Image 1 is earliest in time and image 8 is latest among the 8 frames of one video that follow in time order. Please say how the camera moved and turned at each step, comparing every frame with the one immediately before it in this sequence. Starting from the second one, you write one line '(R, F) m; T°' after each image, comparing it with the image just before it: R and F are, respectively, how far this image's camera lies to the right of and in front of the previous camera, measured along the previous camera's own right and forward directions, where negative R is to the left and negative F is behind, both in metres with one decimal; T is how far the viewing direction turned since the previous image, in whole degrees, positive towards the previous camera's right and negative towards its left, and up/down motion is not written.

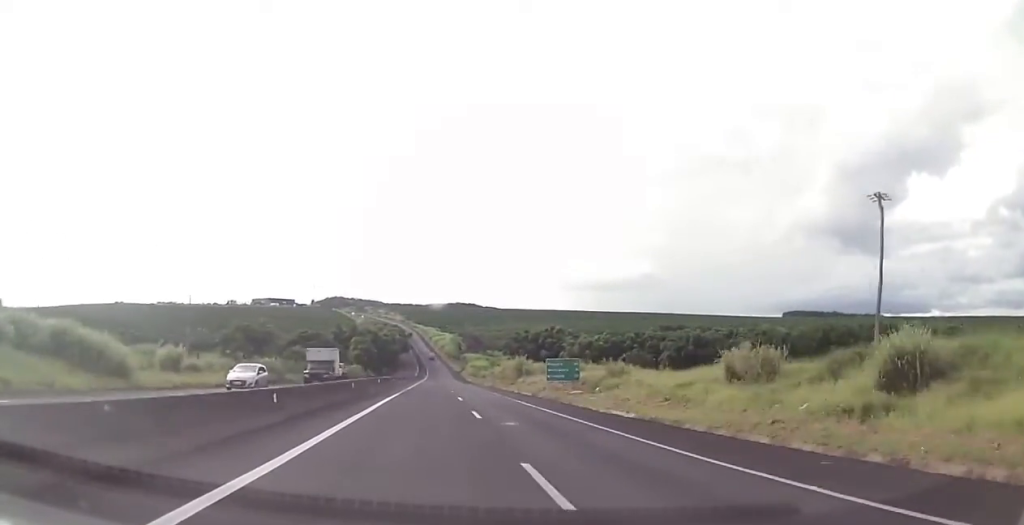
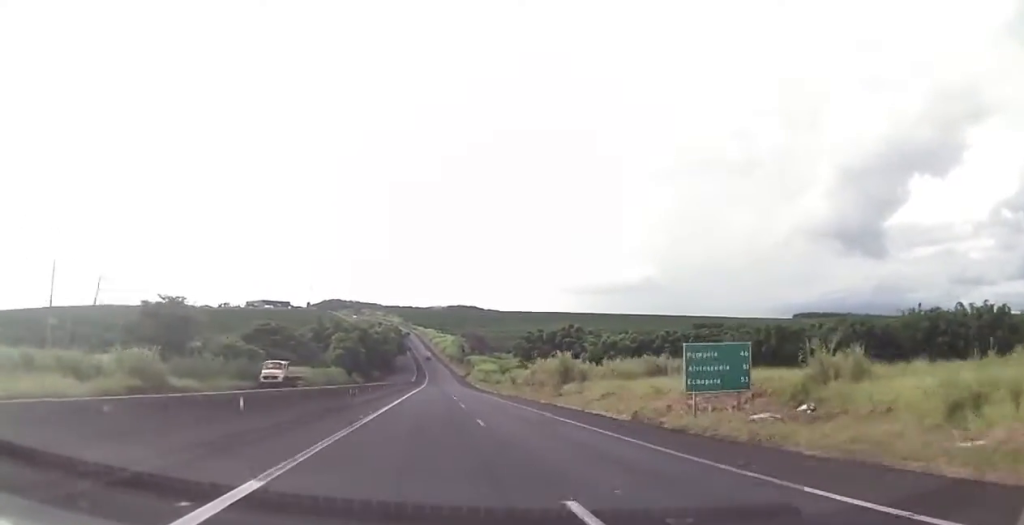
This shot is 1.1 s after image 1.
(+0.2, +33.7) m; 0°
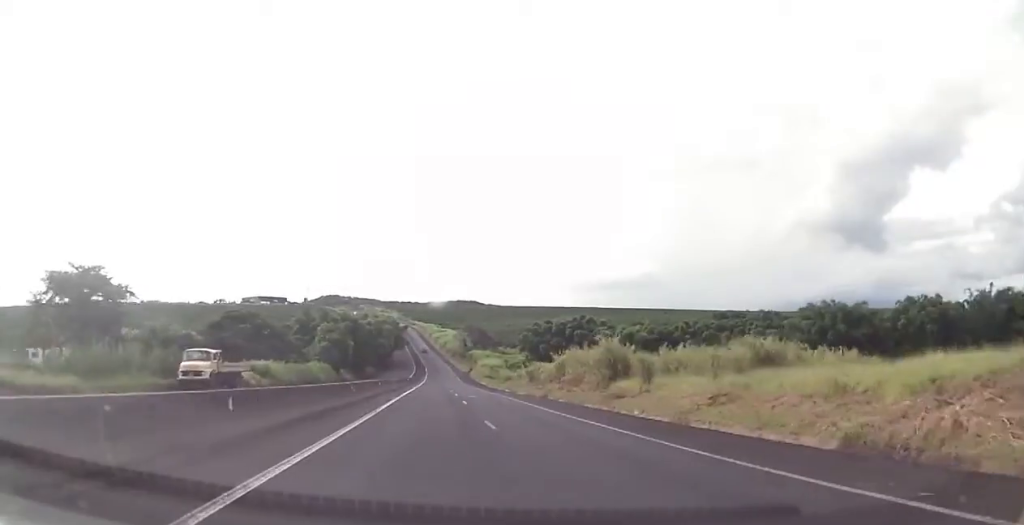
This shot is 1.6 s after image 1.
(-0.3, +17.9) m; 0°
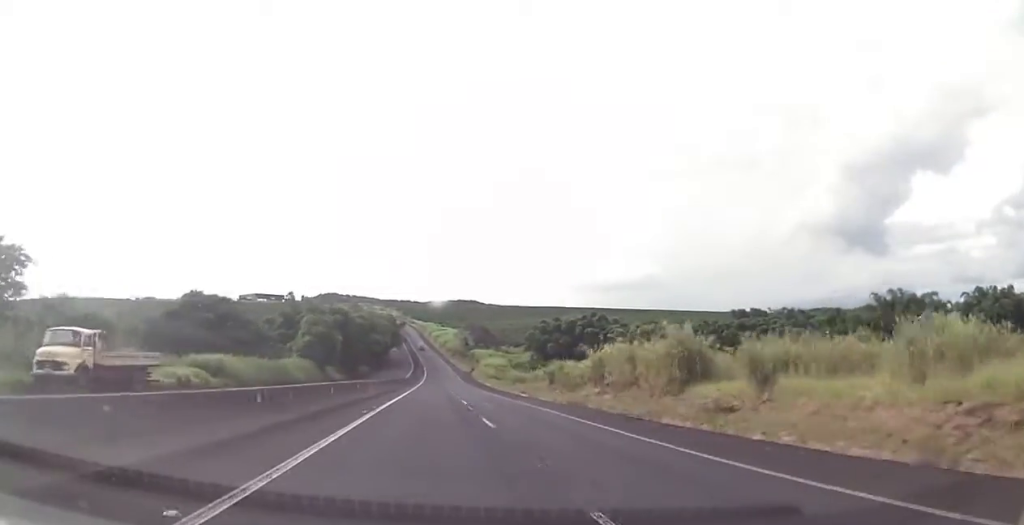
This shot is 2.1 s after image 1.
(+0.2, +14.8) m; 0°
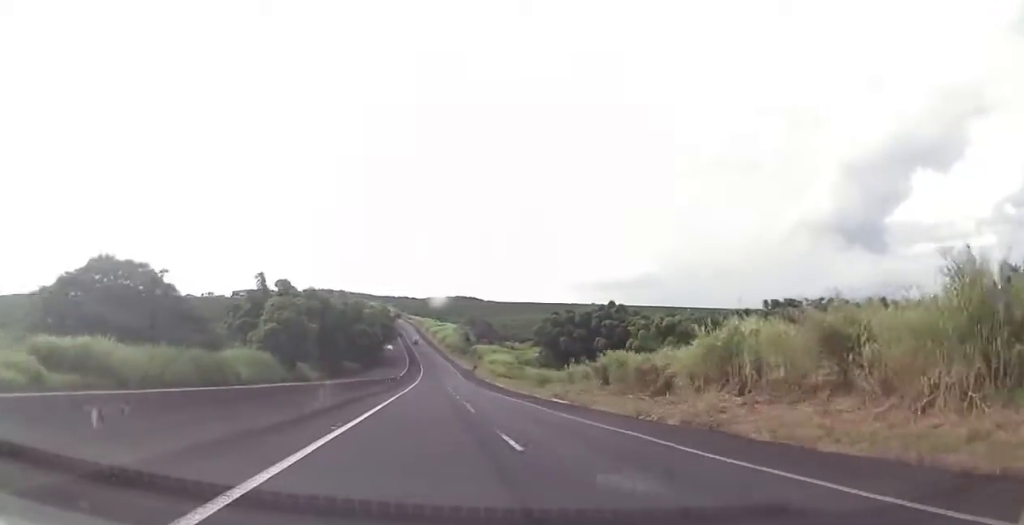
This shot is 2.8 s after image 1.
(+0.5, +22.3) m; 0°
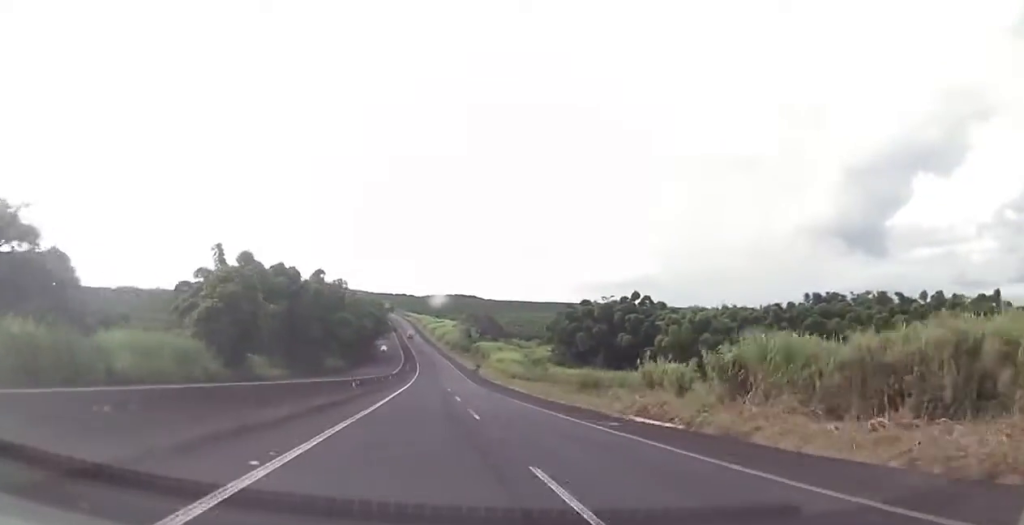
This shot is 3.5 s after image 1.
(-0.5, +22.5) m; -1°
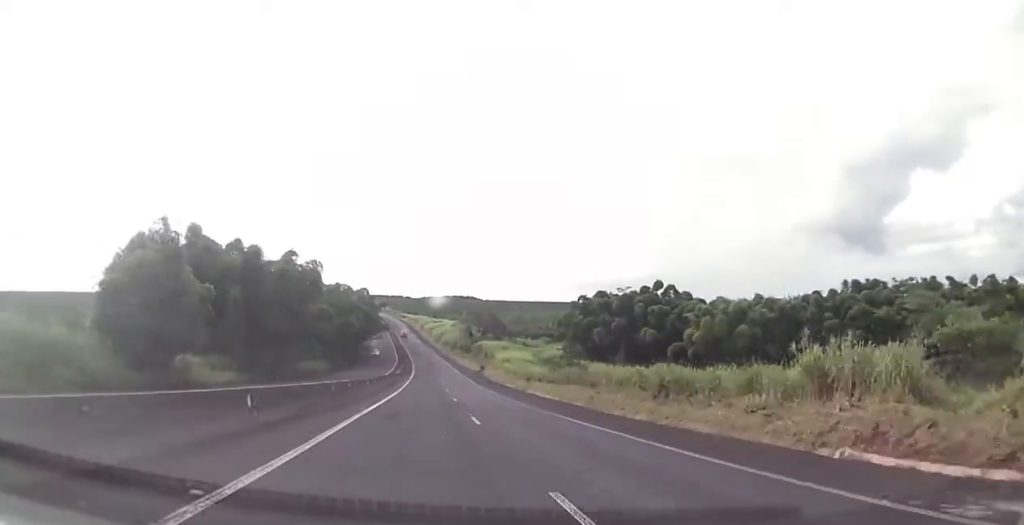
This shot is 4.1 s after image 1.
(-0.1, +18.3) m; 0°
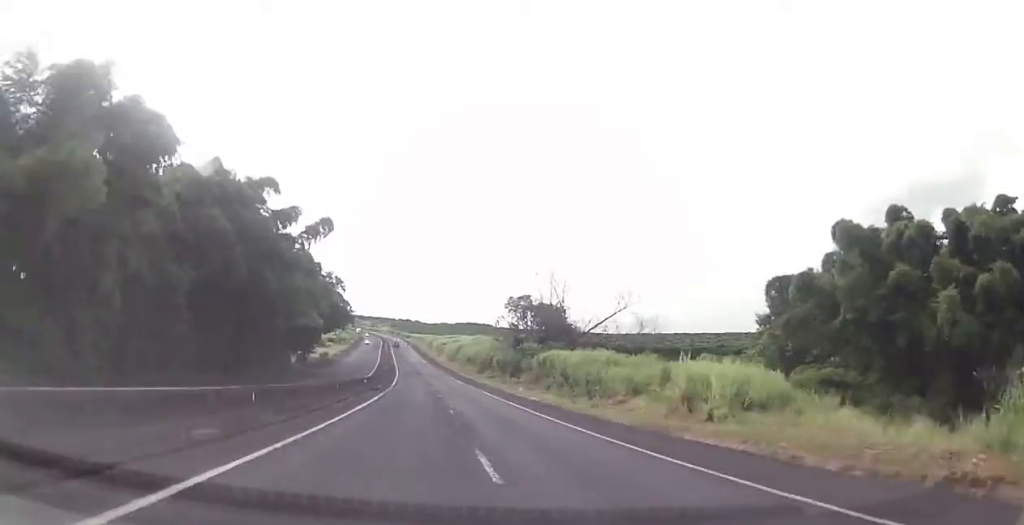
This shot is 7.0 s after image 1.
(+1.7, +94.5) m; +2°
